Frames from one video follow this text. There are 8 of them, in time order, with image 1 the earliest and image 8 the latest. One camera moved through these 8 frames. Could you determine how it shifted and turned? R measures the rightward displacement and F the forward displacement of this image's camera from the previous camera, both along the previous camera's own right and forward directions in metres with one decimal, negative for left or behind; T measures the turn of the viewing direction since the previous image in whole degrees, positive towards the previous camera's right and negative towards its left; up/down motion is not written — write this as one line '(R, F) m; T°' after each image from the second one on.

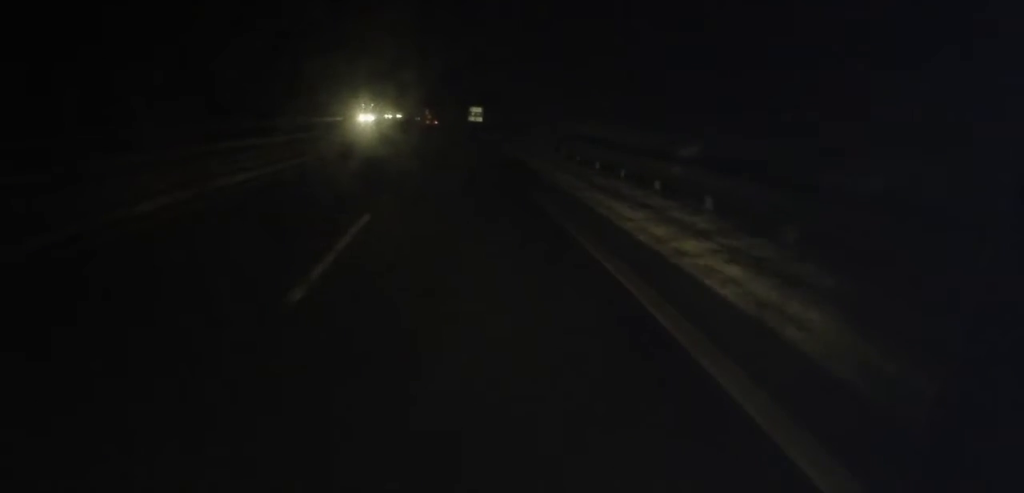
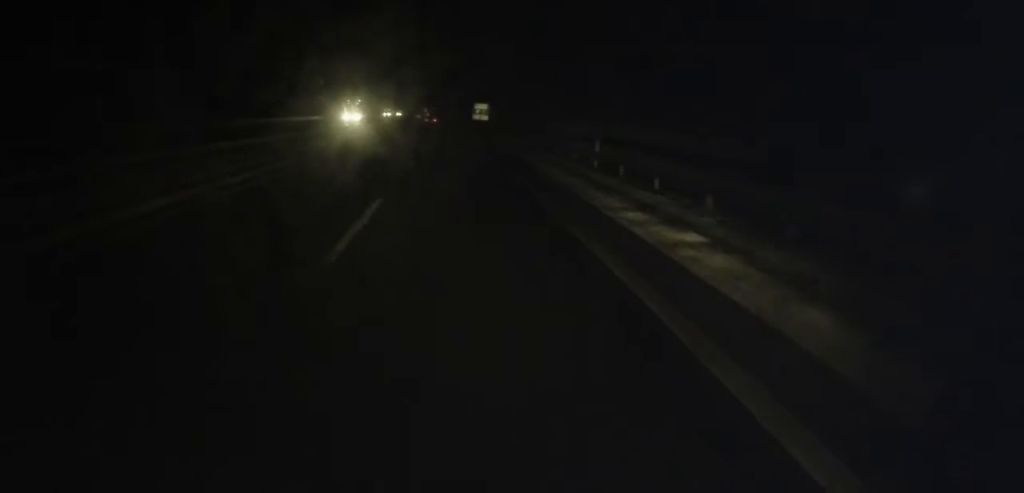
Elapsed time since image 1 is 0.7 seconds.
(-0.1, +15.4) m; 0°
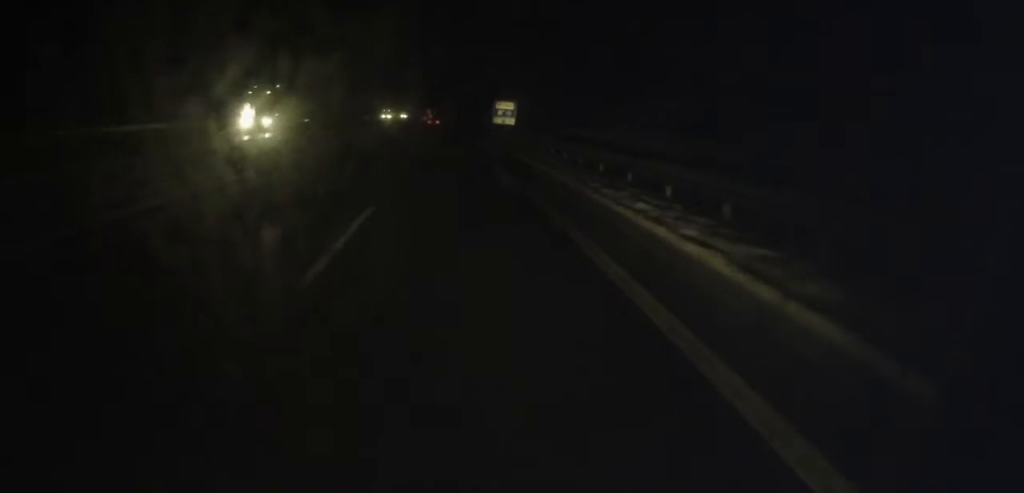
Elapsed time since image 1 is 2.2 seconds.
(0.0, +36.0) m; 0°
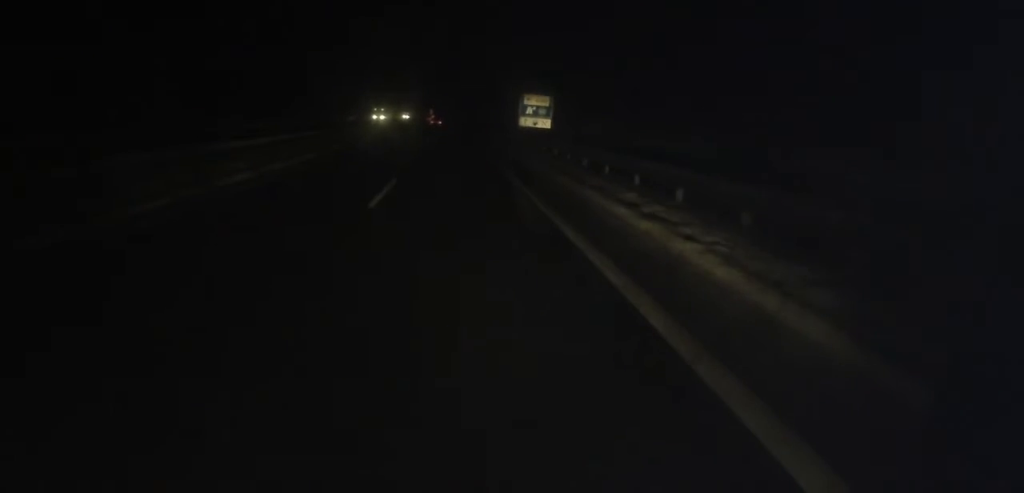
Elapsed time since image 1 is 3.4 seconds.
(-0.1, +29.0) m; 0°
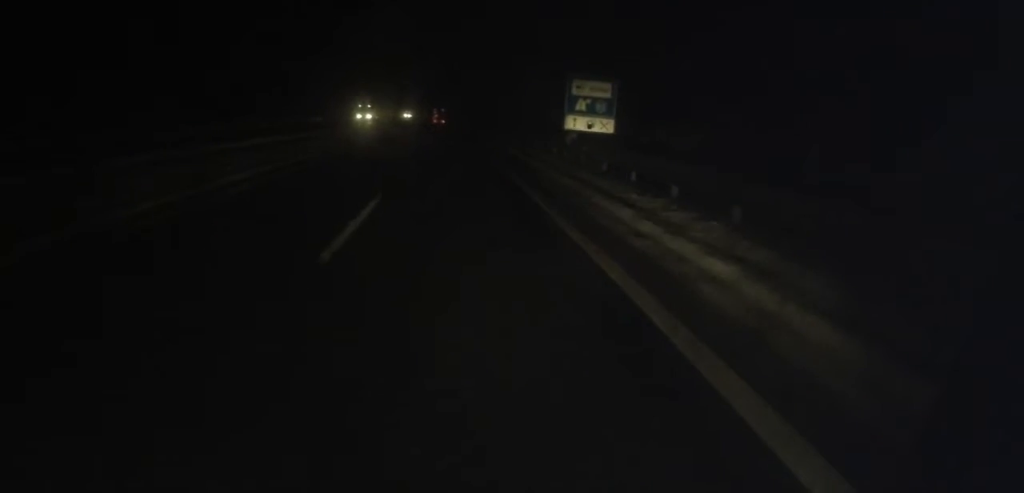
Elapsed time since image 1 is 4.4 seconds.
(0.0, +23.6) m; 0°
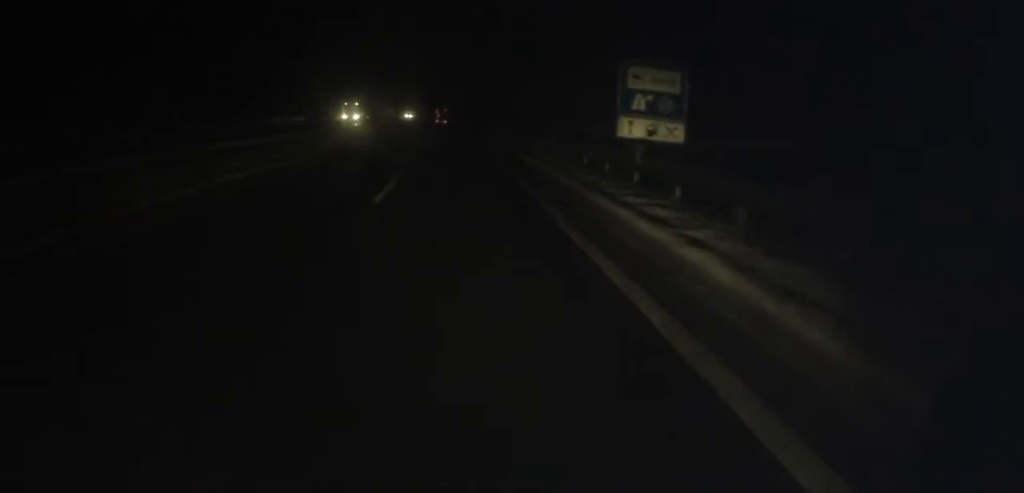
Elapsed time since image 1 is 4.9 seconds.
(0.0, +12.3) m; -1°
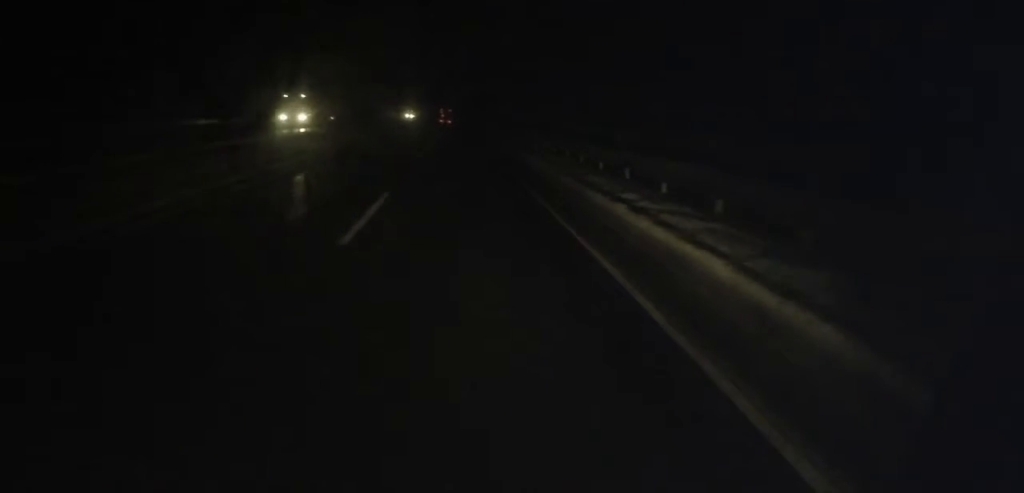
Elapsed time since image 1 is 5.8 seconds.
(-0.3, +22.8) m; -1°
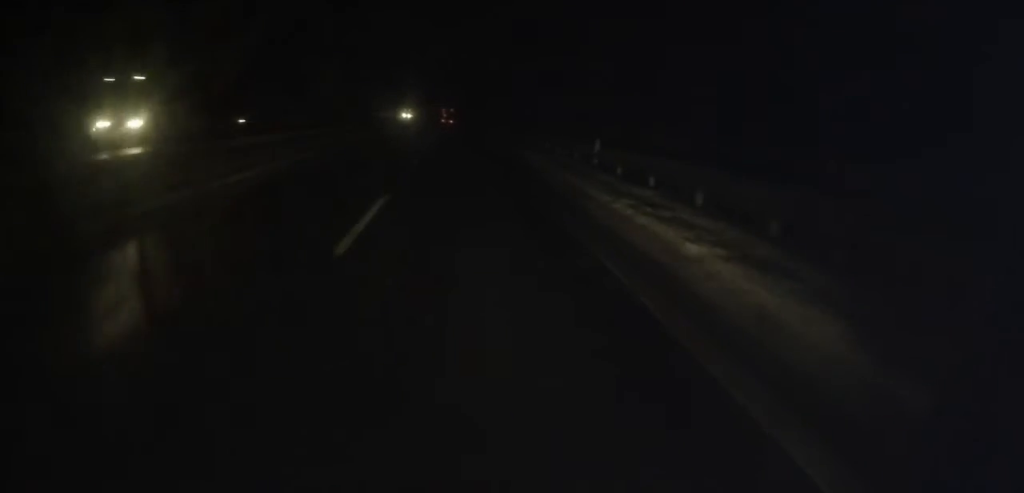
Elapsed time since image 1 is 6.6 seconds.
(-0.2, +18.6) m; -1°
